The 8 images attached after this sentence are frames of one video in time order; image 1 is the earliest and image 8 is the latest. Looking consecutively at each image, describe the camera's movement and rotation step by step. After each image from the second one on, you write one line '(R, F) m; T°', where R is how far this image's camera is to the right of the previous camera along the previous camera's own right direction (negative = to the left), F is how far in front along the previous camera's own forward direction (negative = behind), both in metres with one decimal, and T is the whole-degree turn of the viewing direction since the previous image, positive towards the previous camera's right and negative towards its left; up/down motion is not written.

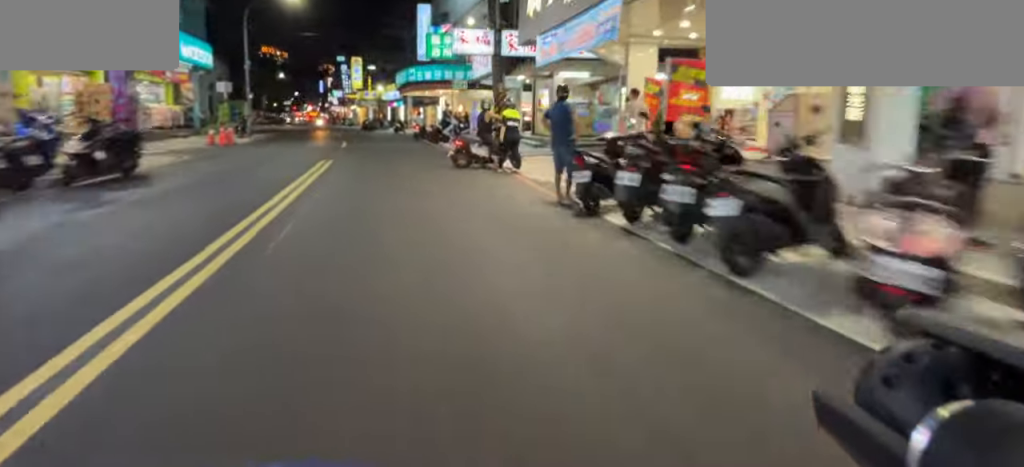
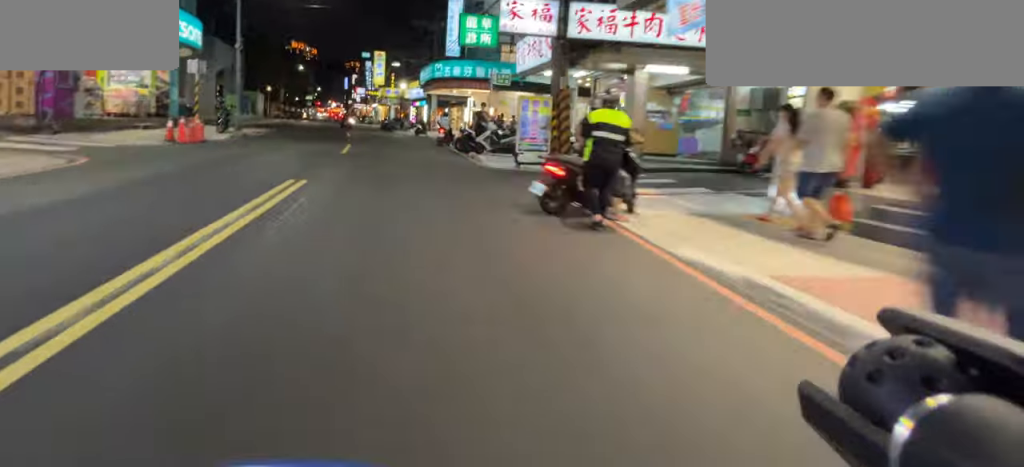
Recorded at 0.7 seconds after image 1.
(0.0, +3.9) m; 0°
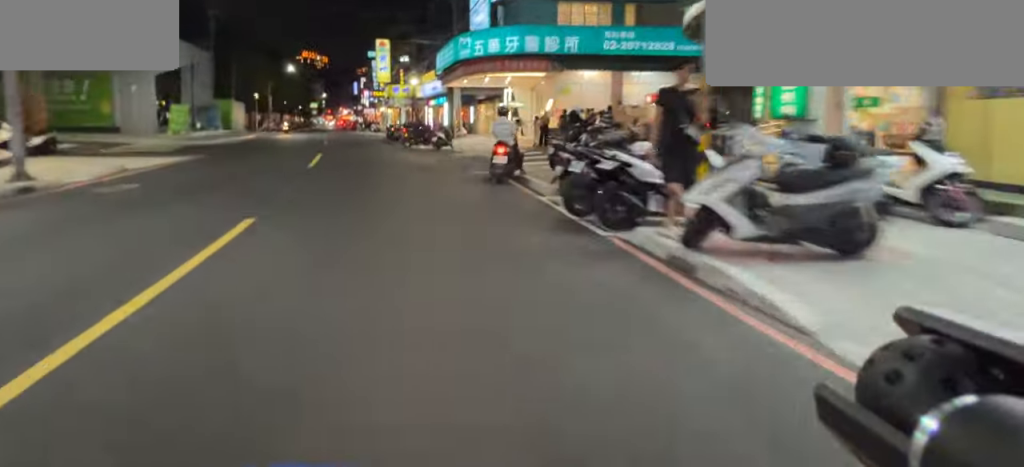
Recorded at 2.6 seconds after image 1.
(0.0, +9.0) m; 0°
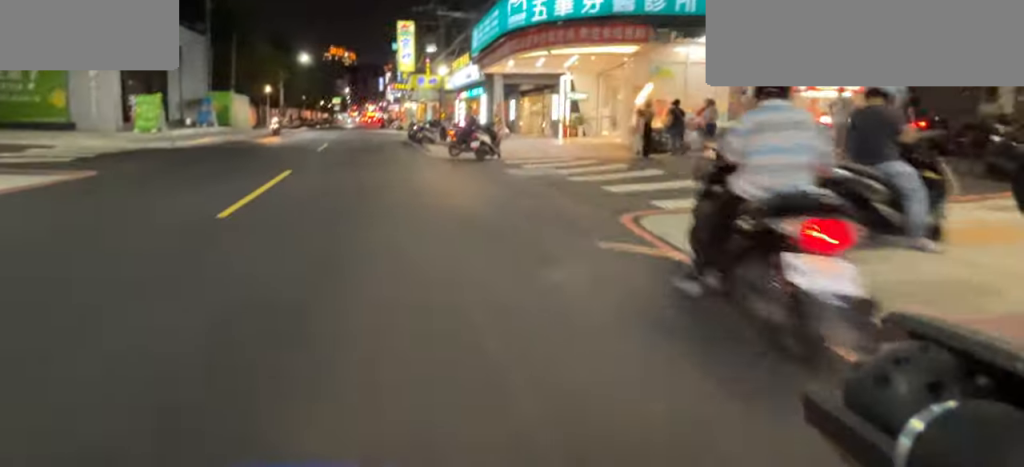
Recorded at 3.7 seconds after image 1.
(0.0, +4.8) m; +18°
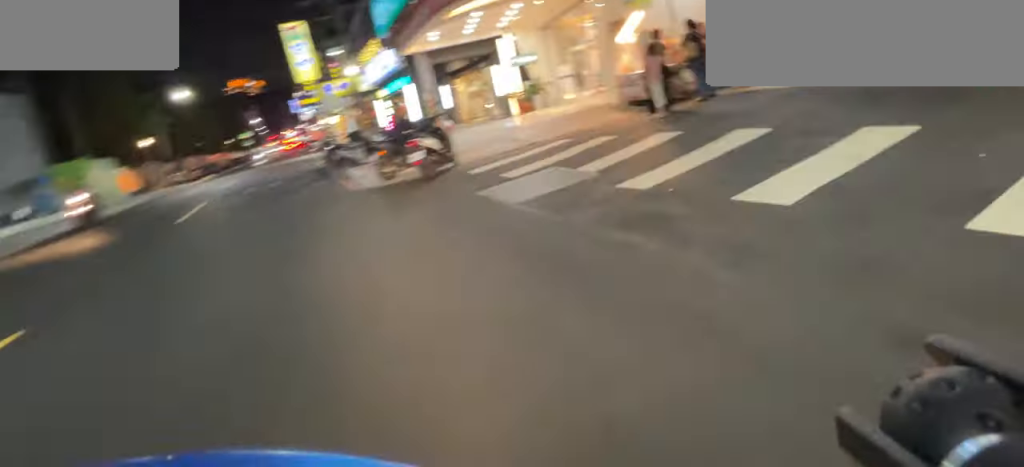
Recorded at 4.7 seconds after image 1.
(+1.0, +2.7) m; +42°
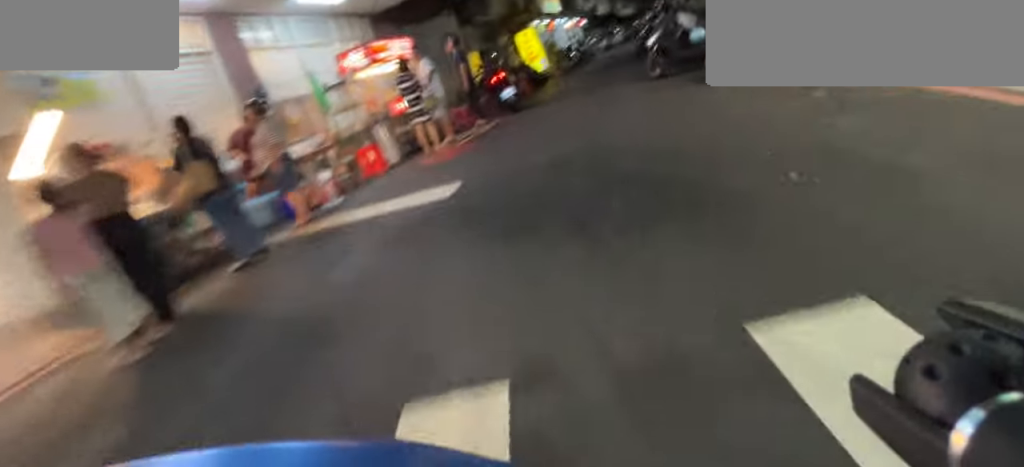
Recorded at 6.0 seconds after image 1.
(+1.5, +3.8) m; +24°
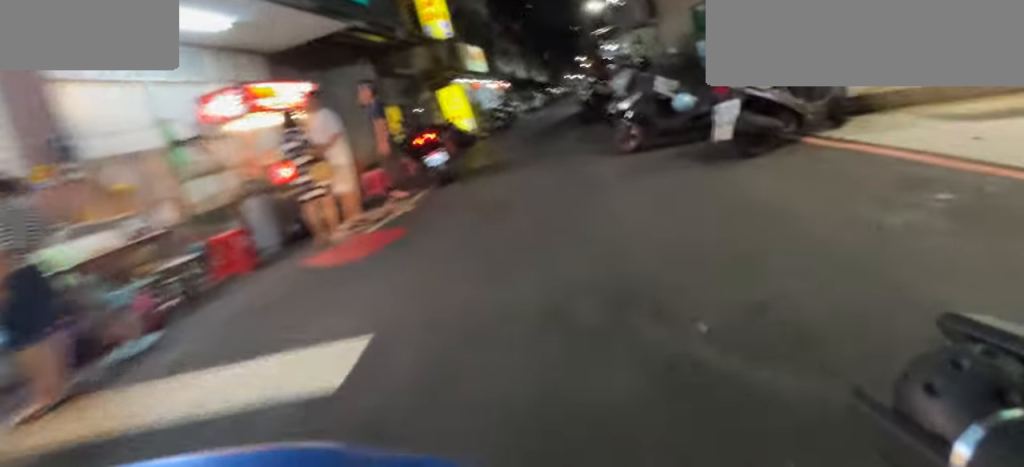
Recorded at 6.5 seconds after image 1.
(0.0, +1.7) m; +1°
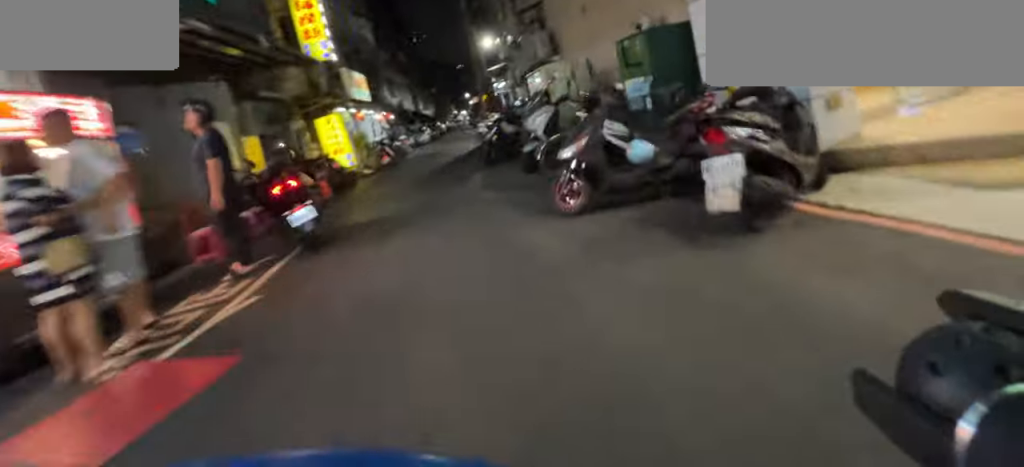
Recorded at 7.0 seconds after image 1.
(0.0, +1.4) m; 0°
